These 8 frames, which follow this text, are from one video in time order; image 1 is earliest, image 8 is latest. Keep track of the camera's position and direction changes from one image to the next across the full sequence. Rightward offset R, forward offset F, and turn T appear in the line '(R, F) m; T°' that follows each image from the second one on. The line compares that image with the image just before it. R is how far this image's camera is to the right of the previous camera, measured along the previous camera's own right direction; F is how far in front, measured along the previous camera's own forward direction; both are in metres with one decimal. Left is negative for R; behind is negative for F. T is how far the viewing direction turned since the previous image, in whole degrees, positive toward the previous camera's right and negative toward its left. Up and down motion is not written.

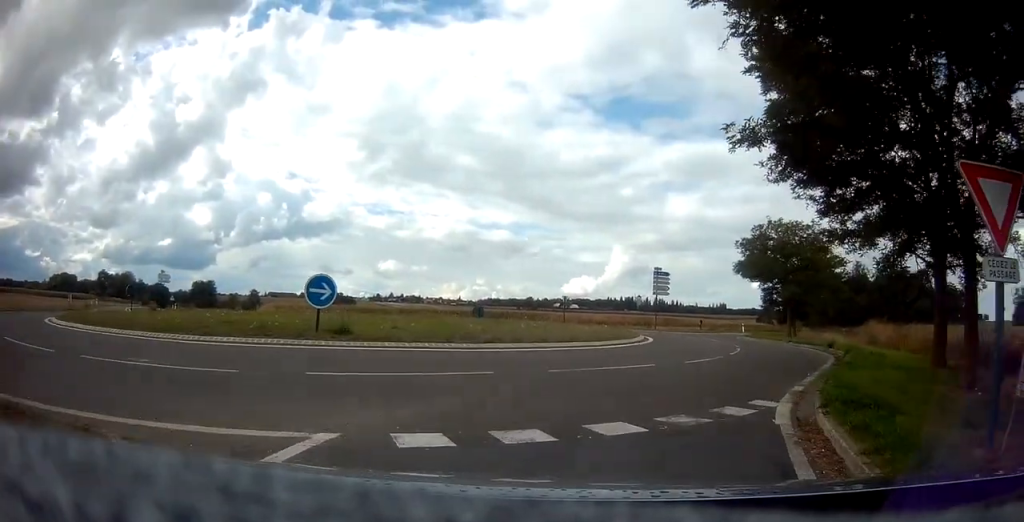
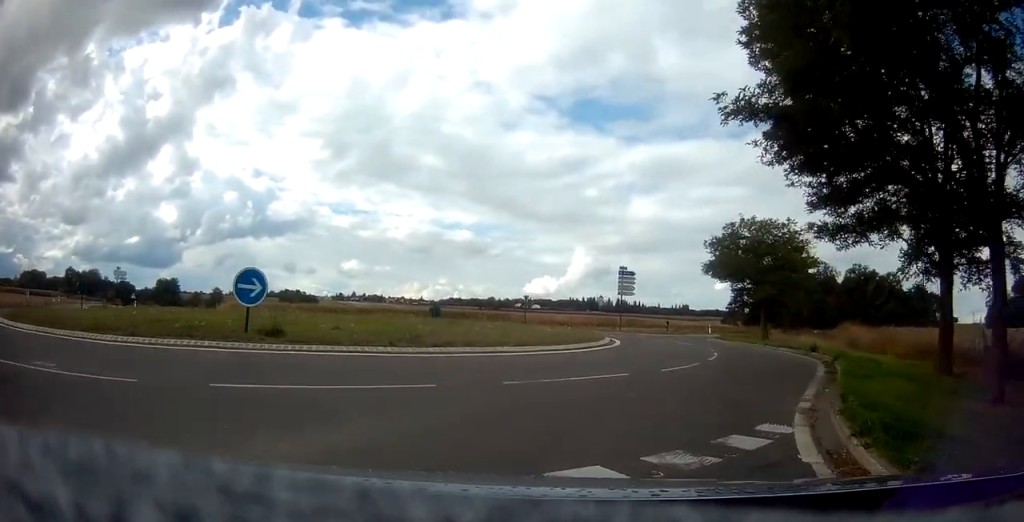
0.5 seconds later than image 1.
(+0.1, +1.7) m; +4°
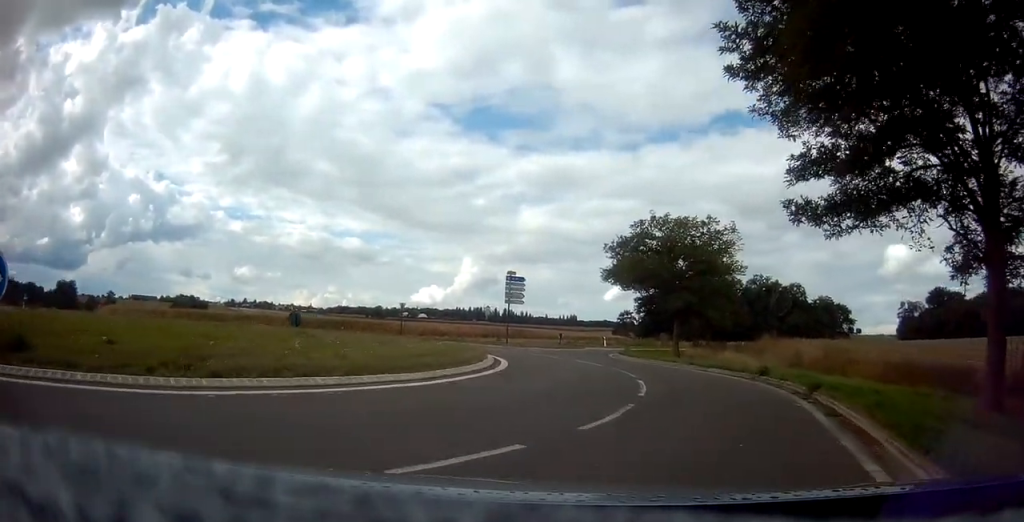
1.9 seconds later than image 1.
(+0.6, +4.9) m; +16°
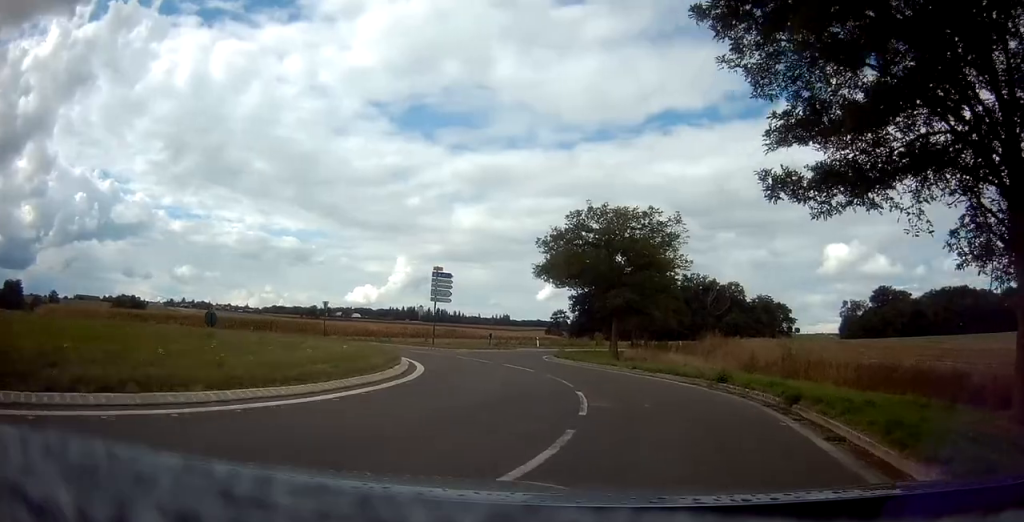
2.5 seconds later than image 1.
(+0.3, +2.1) m; +3°
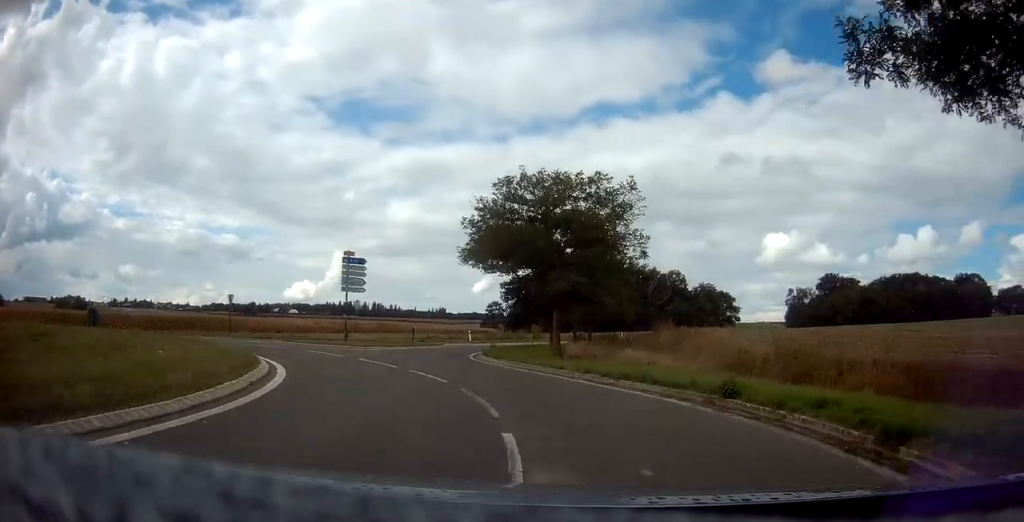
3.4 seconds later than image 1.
(0.0, +4.7) m; -1°
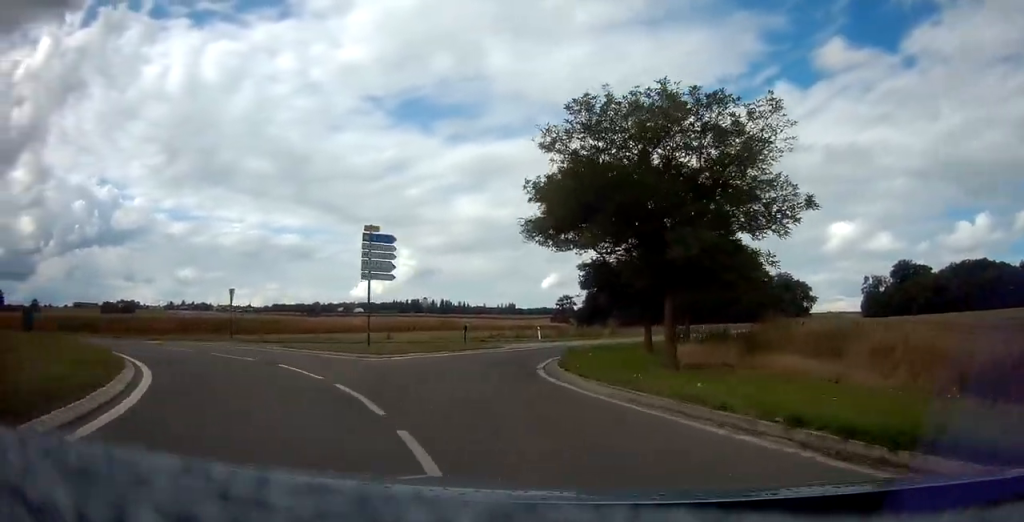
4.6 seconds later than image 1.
(-0.3, +7.7) m; -4°
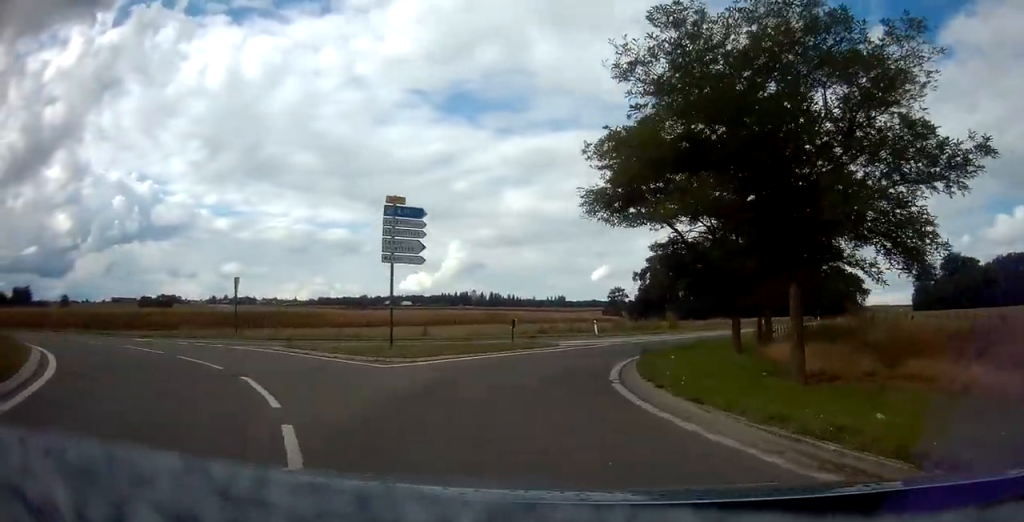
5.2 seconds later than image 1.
(-0.1, +4.6) m; -1°
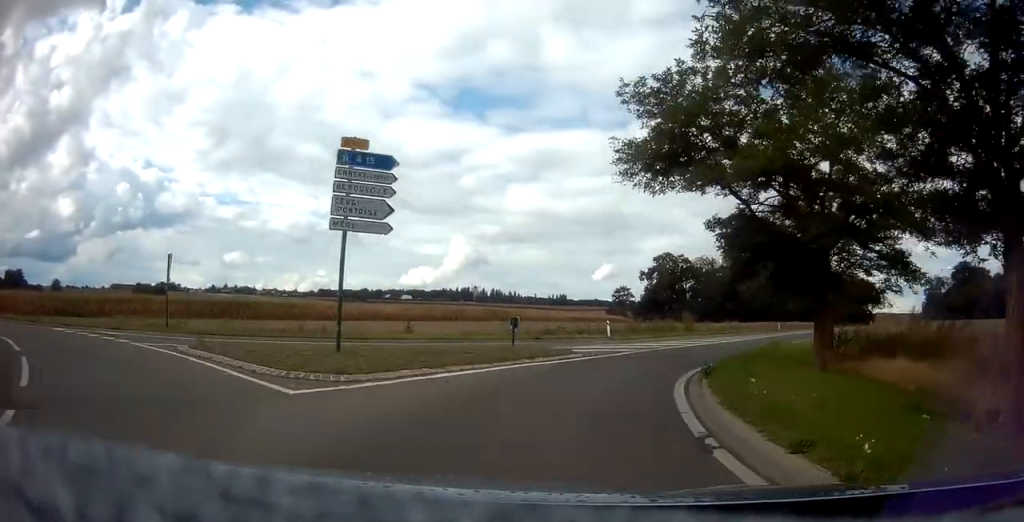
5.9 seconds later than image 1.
(-0.1, +5.9) m; 0°
